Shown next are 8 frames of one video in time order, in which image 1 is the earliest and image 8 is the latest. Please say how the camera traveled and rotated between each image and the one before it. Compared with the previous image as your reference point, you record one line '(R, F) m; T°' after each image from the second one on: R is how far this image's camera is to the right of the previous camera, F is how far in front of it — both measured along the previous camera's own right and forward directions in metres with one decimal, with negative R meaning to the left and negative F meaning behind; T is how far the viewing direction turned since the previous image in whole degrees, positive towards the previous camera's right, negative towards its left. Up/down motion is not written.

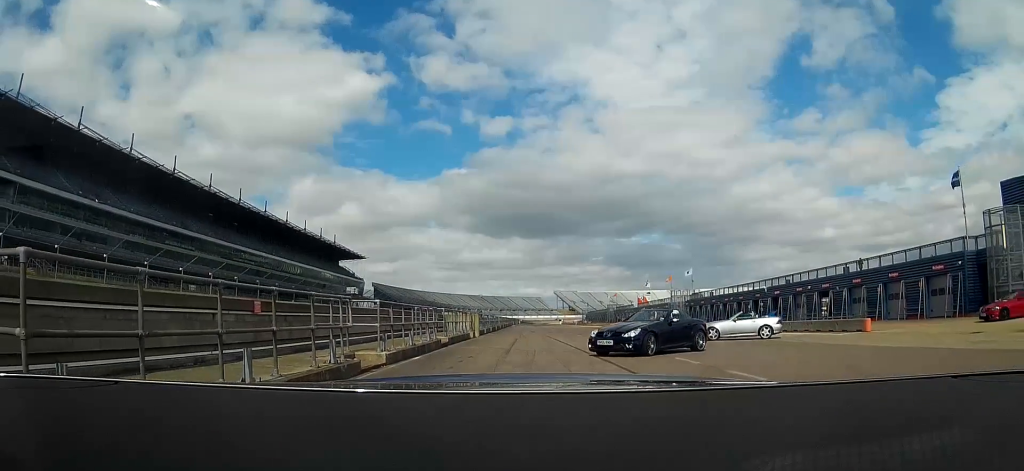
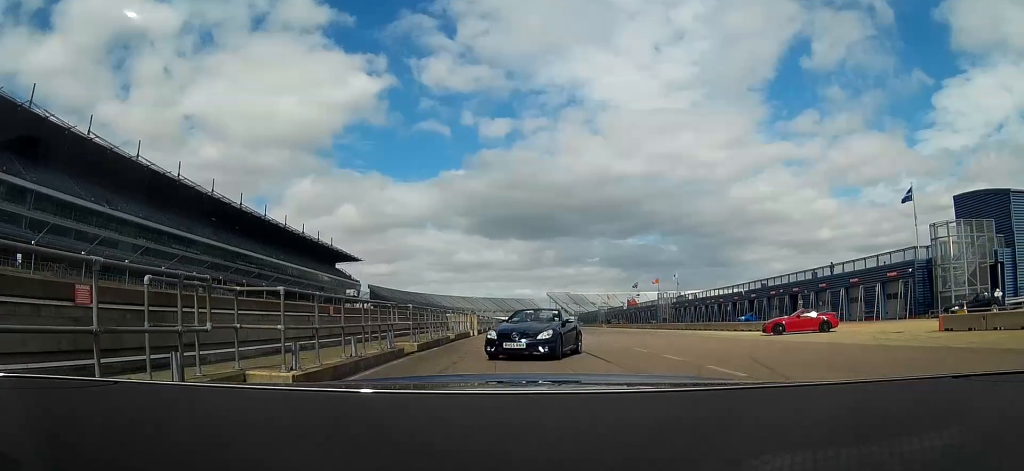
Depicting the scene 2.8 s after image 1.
(+0.8, +4.7) m; +11°
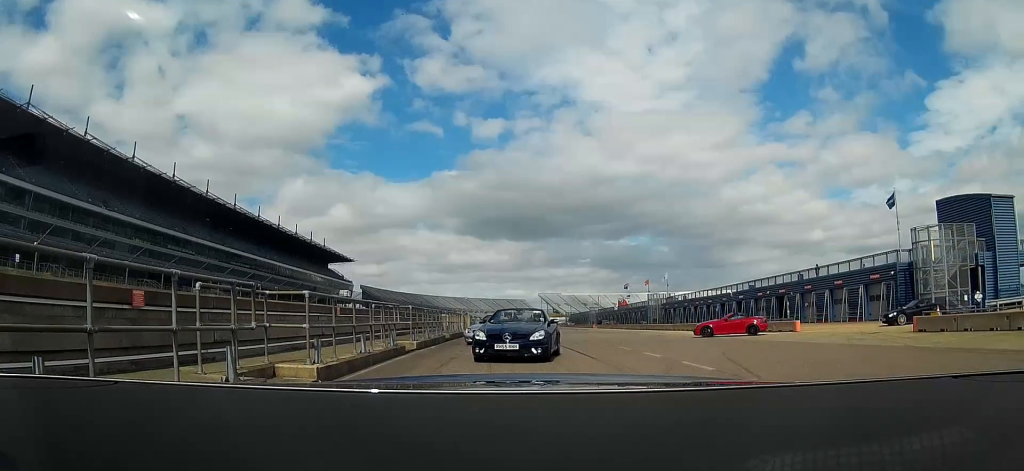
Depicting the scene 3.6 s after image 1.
(0.0, +1.2) m; 0°
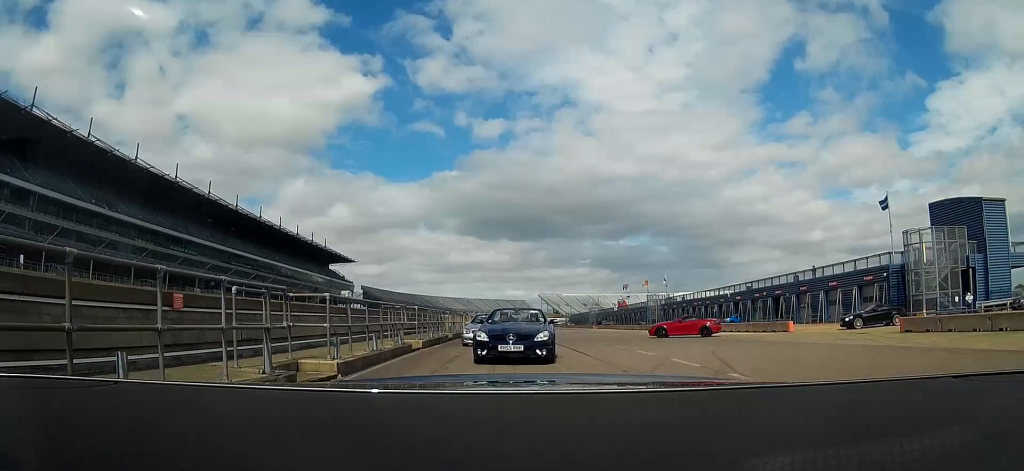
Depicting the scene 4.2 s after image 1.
(-0.1, +0.8) m; 0°
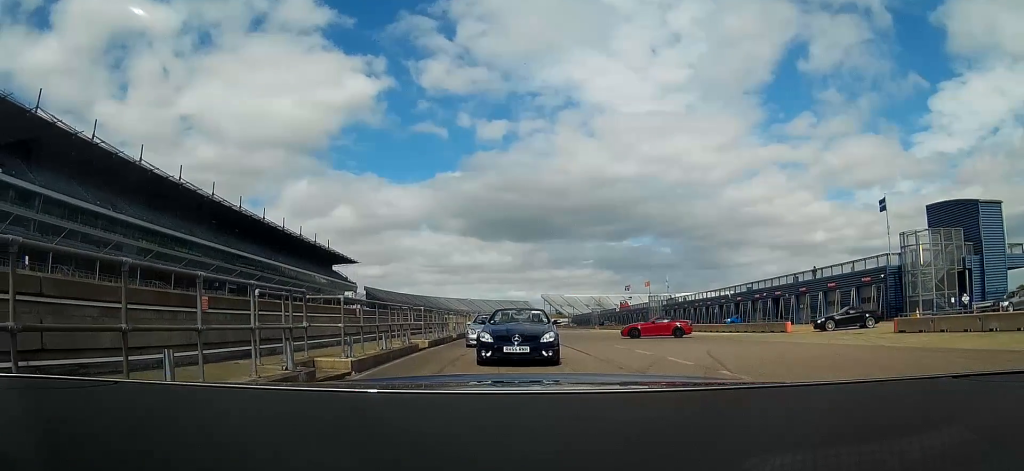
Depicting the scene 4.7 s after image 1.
(-0.1, +0.5) m; 0°
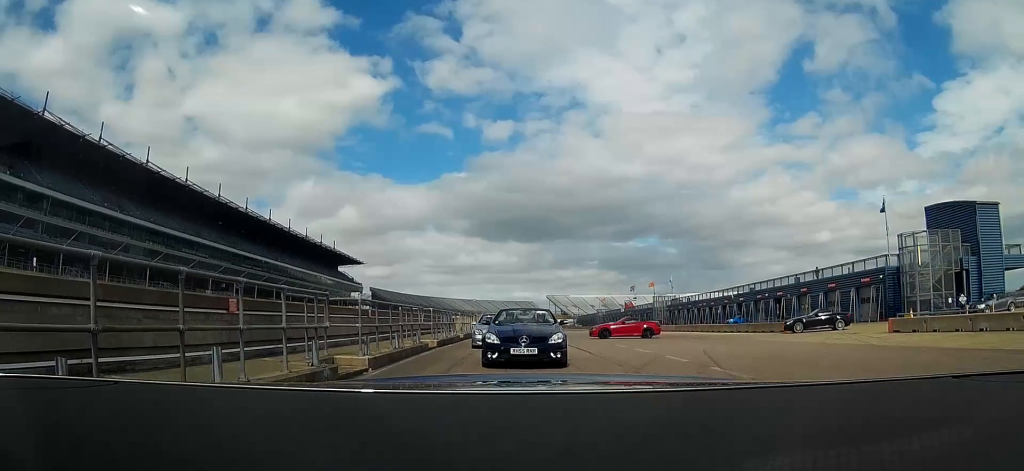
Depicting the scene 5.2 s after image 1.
(-0.1, +0.6) m; 0°
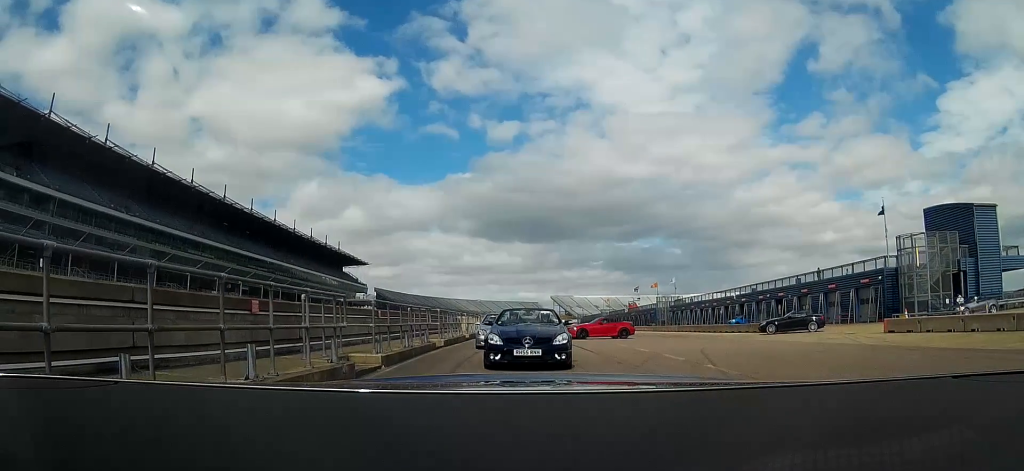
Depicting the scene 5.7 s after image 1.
(-0.1, +0.5) m; 0°
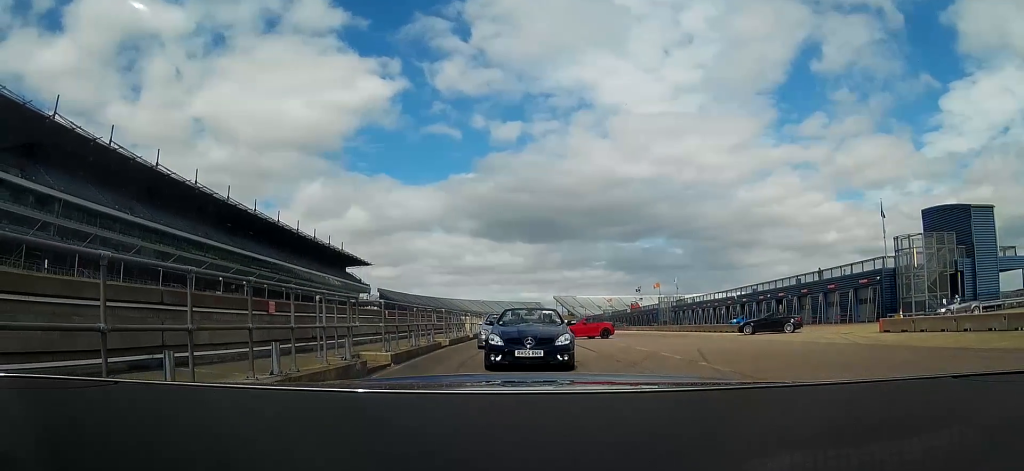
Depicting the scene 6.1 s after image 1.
(-0.1, +0.4) m; 0°
